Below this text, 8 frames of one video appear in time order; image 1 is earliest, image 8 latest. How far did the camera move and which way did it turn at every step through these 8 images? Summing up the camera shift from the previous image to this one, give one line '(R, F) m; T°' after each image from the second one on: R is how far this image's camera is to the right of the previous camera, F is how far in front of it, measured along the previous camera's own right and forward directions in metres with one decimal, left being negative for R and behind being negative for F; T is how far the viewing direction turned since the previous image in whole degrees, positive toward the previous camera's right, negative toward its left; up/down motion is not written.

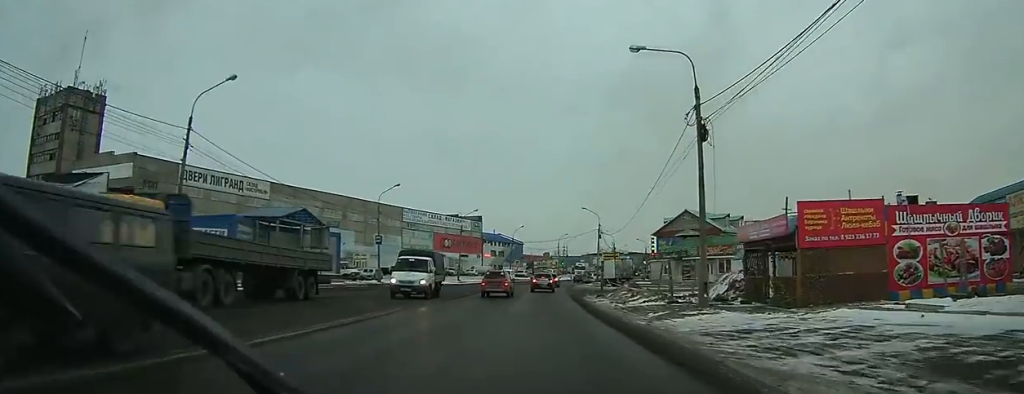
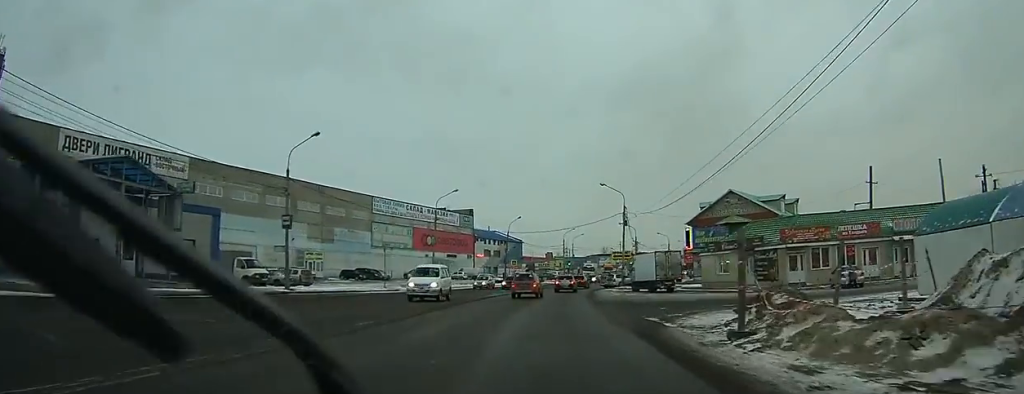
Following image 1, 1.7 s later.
(-0.1, +23.2) m; 0°
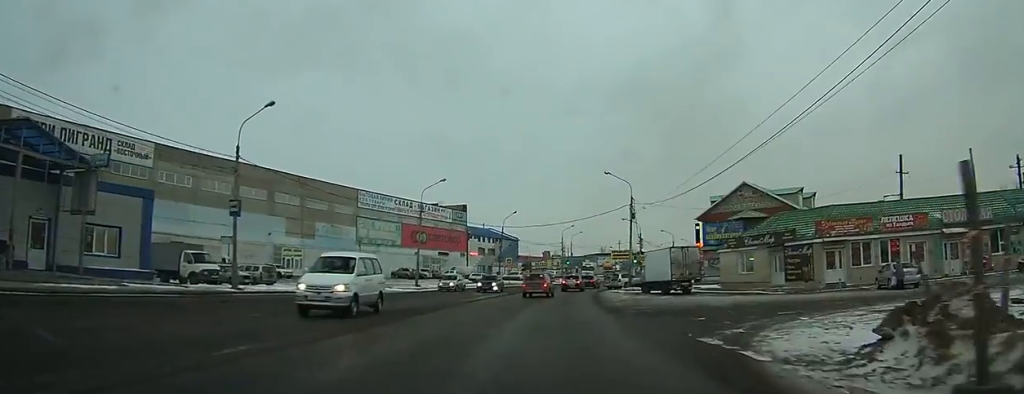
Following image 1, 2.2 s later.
(+0.1, +6.6) m; 0°
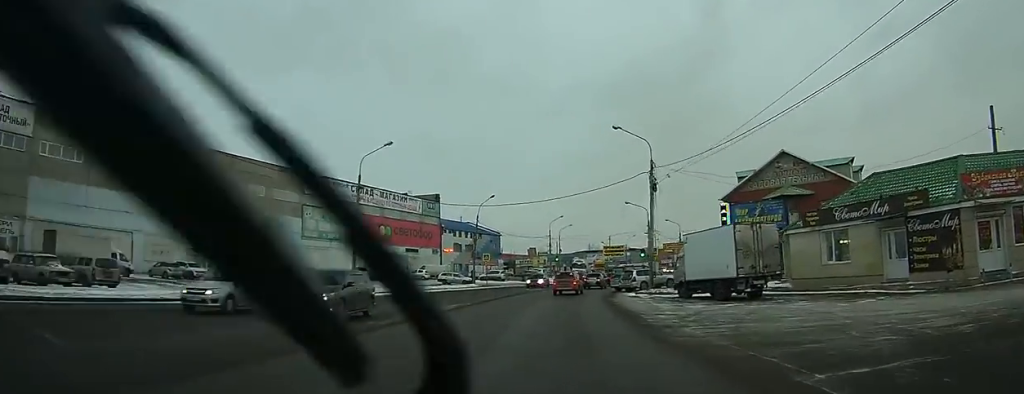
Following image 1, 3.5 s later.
(0.0, +16.0) m; 0°
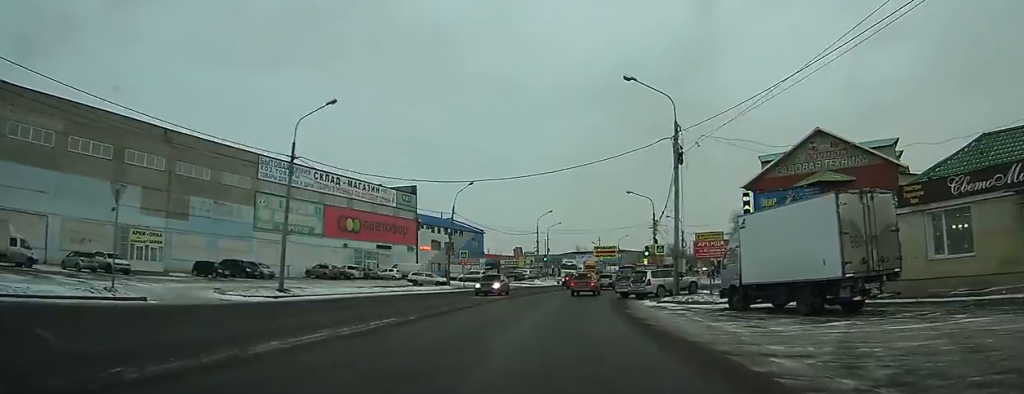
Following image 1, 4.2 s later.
(0.0, +9.8) m; 0°
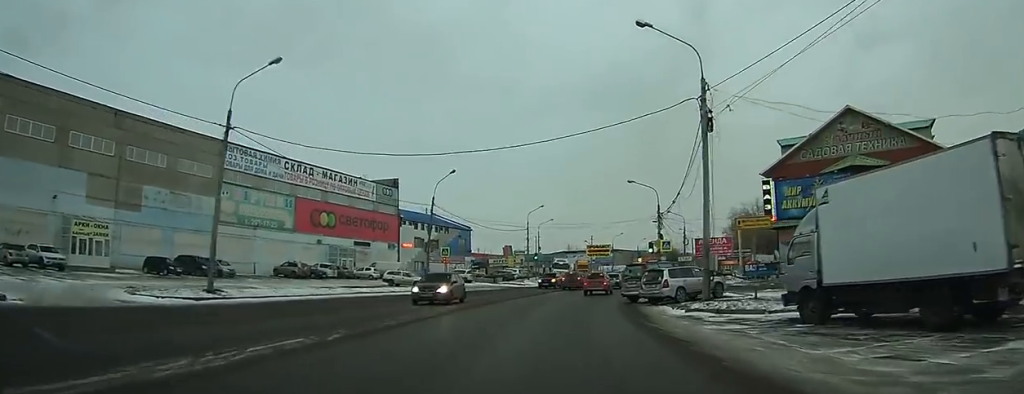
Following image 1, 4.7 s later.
(0.0, +6.4) m; 0°
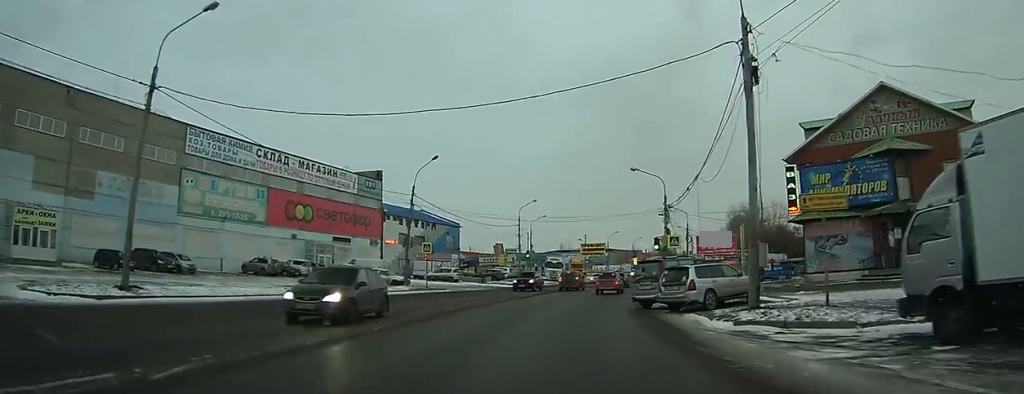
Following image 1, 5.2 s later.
(+0.1, +5.5) m; 0°
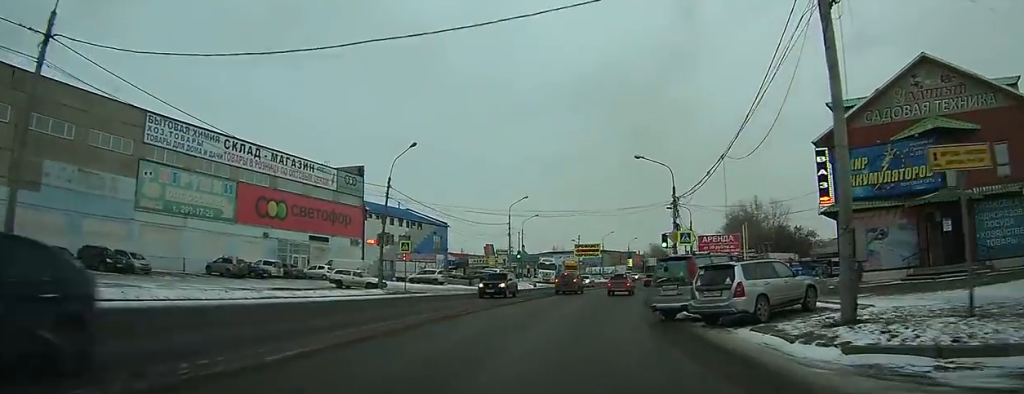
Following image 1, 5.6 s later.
(0.0, +5.5) m; 0°
